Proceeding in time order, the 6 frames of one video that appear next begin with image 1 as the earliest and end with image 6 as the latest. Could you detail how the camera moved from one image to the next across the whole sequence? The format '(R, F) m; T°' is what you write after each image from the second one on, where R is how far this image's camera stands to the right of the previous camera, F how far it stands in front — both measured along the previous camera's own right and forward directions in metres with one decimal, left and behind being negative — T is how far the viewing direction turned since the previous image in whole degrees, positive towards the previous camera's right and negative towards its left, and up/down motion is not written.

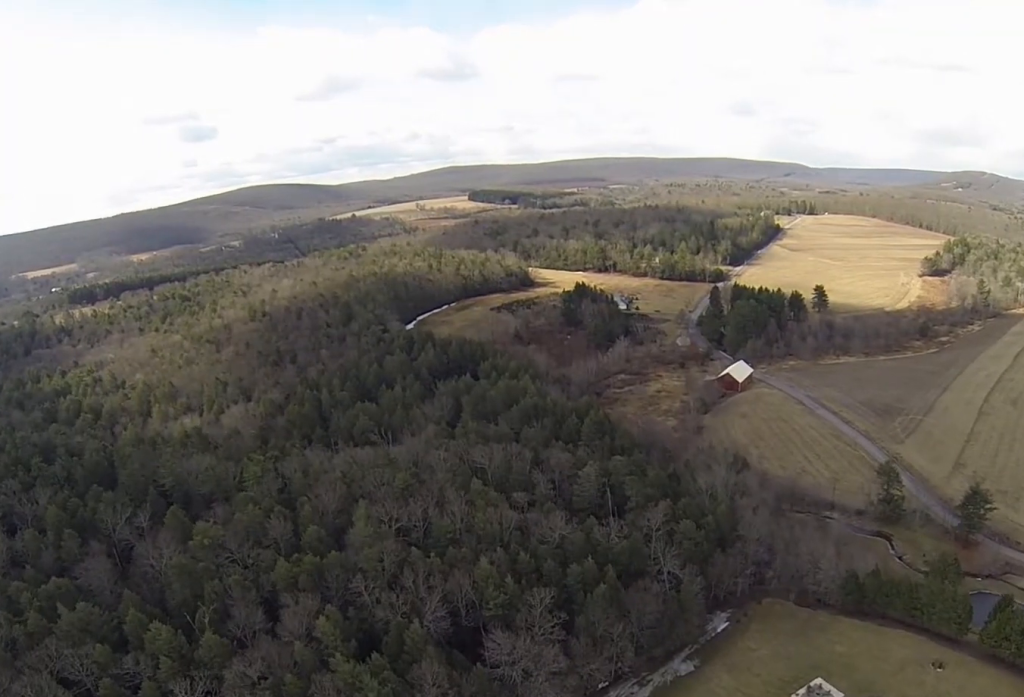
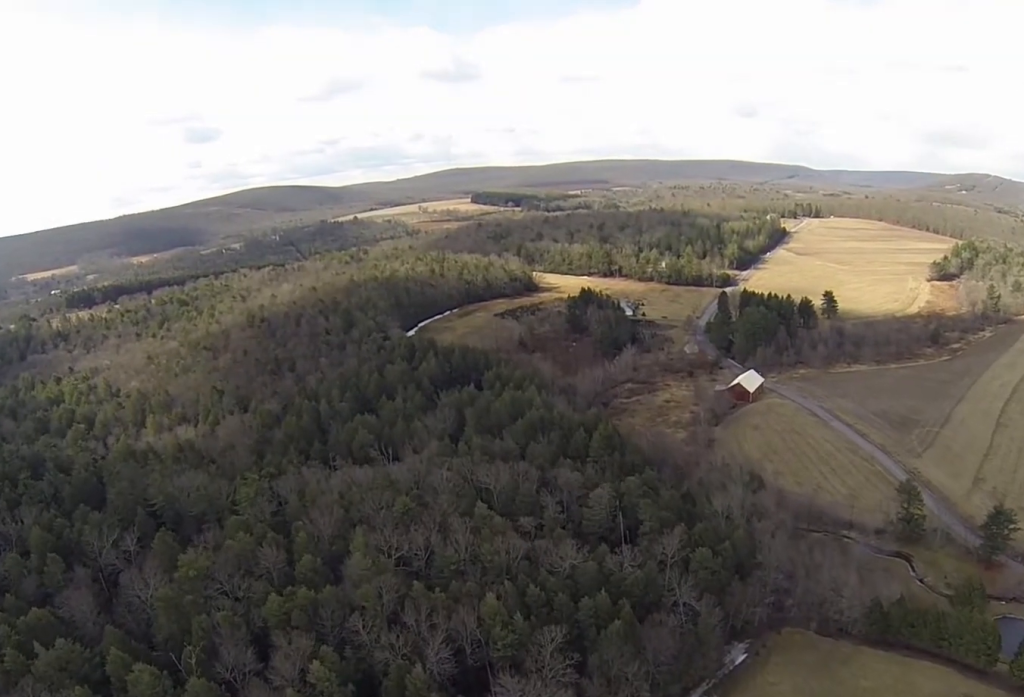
(0.0, +11.2) m; 0°
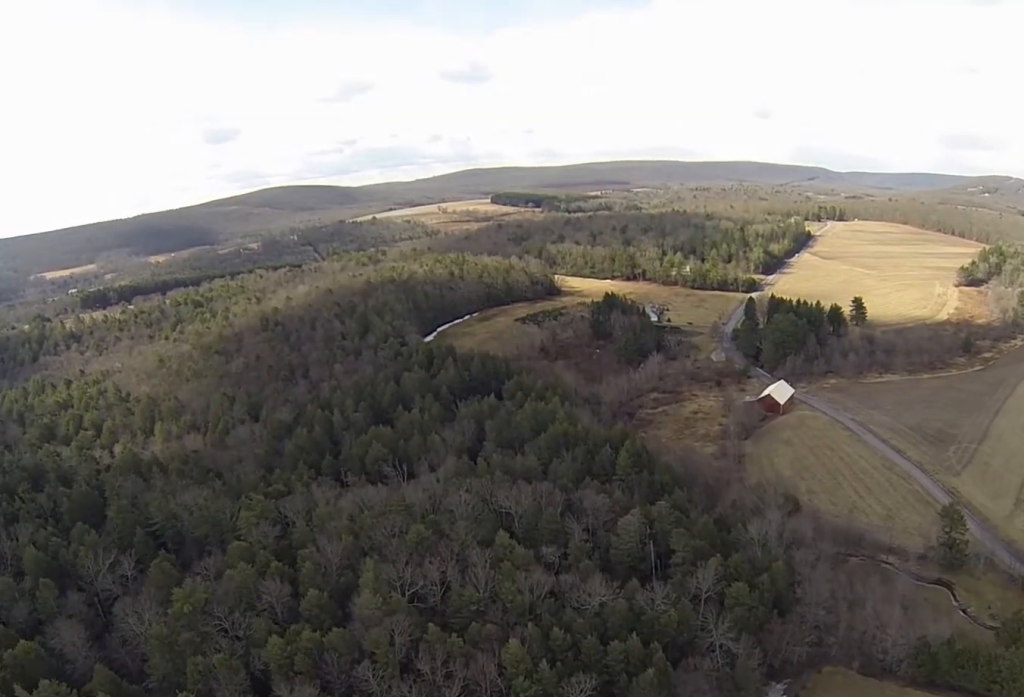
(+0.1, +9.8) m; +2°
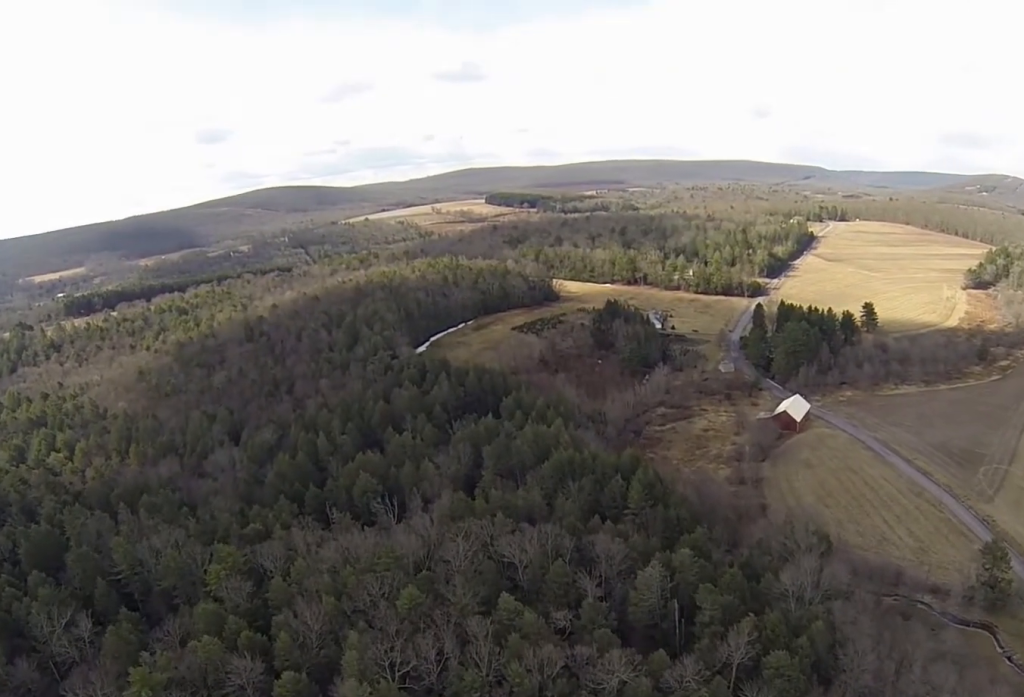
(+0.2, +22.1) m; 0°
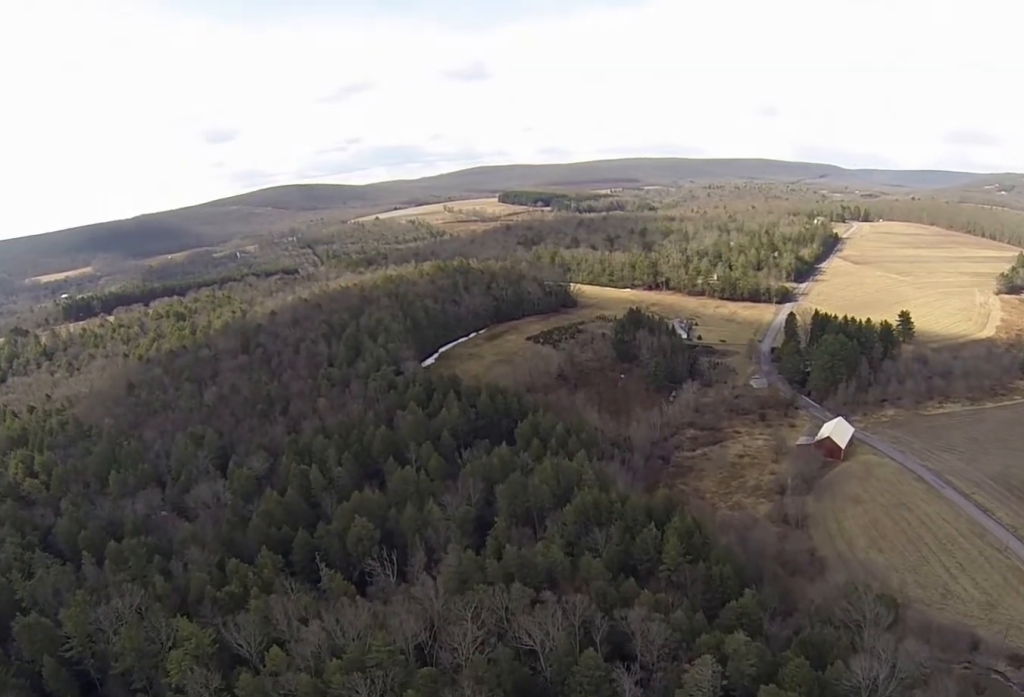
(+0.4, +29.0) m; +1°
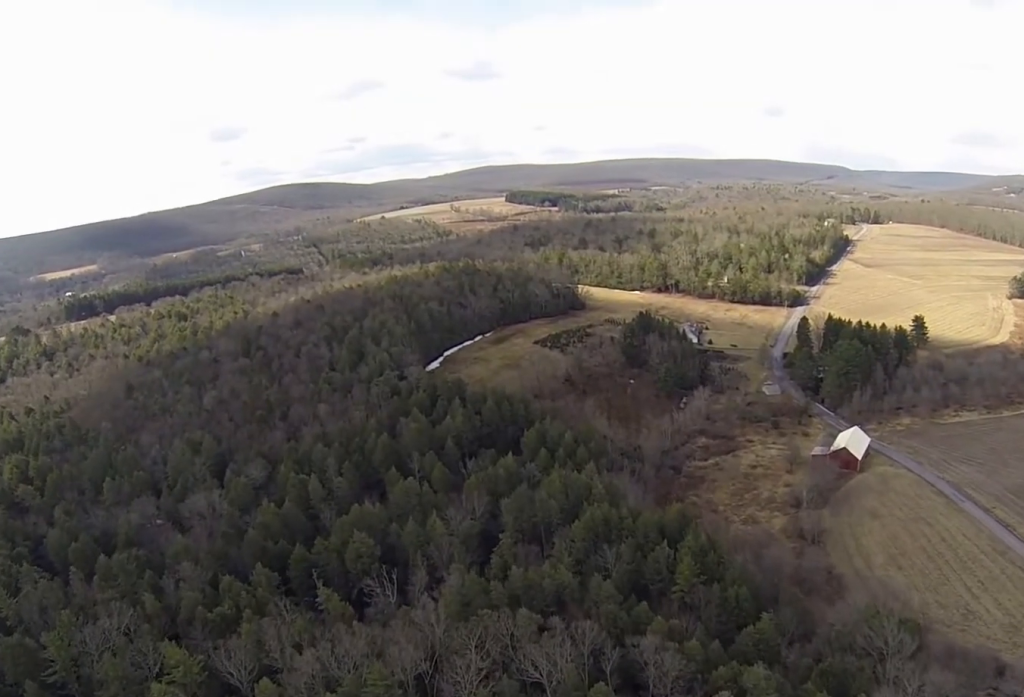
(0.0, +9.2) m; -1°
